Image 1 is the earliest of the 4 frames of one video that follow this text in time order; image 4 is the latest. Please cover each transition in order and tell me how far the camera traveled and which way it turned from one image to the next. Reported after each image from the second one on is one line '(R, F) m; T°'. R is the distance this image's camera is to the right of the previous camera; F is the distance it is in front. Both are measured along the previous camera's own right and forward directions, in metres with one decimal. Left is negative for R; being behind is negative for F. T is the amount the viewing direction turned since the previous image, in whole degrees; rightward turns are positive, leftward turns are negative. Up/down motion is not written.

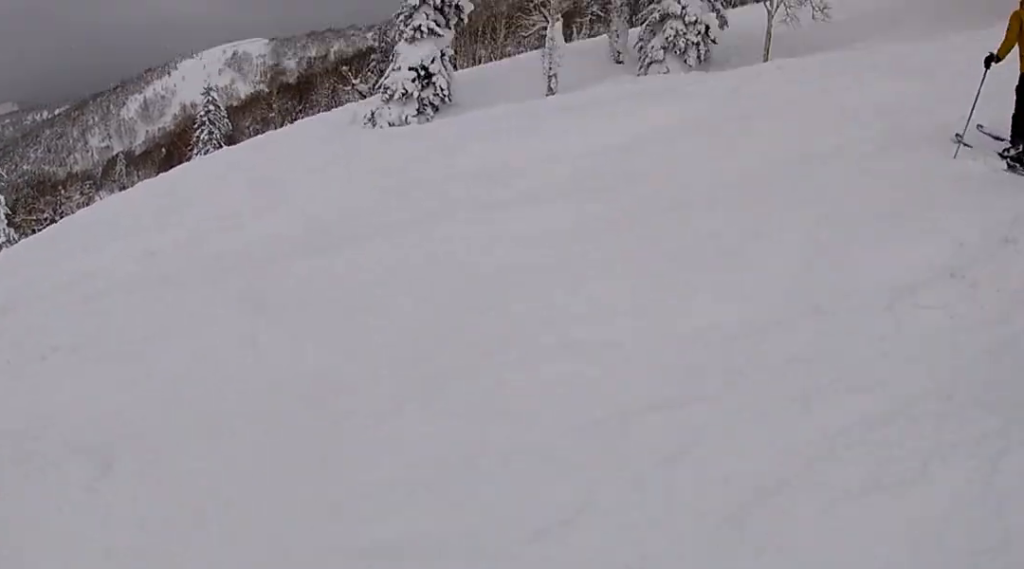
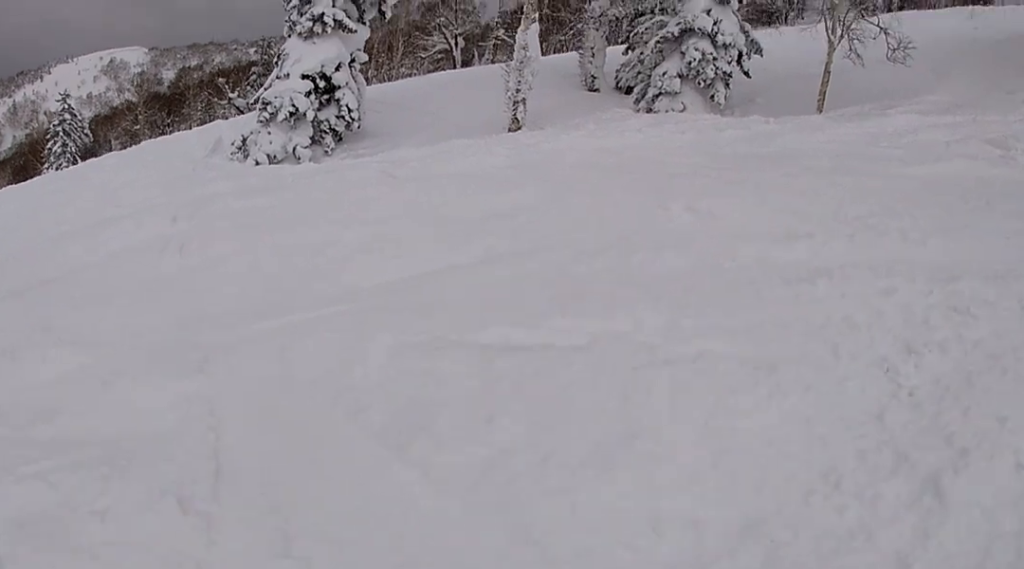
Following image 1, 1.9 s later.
(+0.4, +8.9) m; +11°
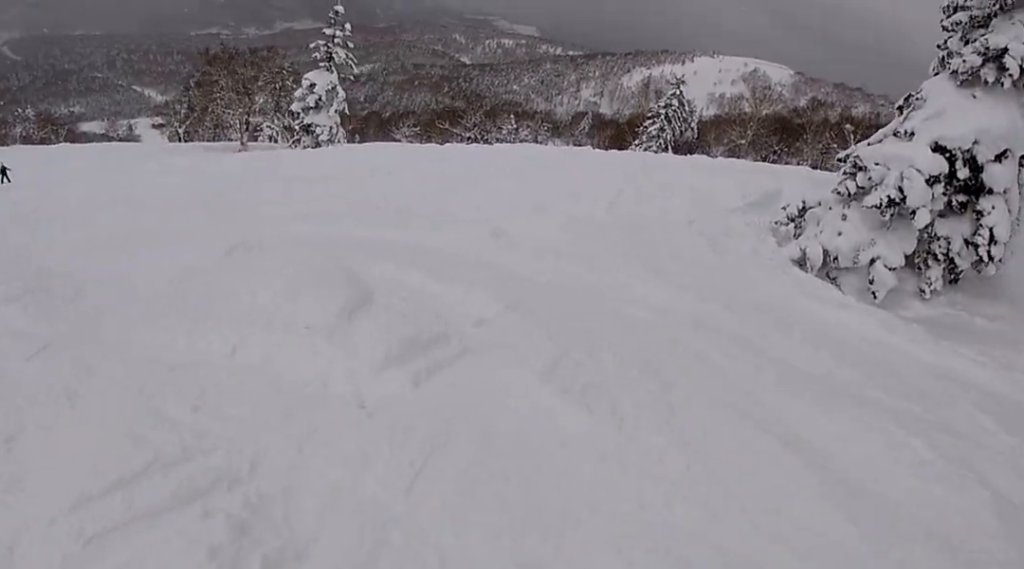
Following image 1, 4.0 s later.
(-2.0, +7.1) m; -55°
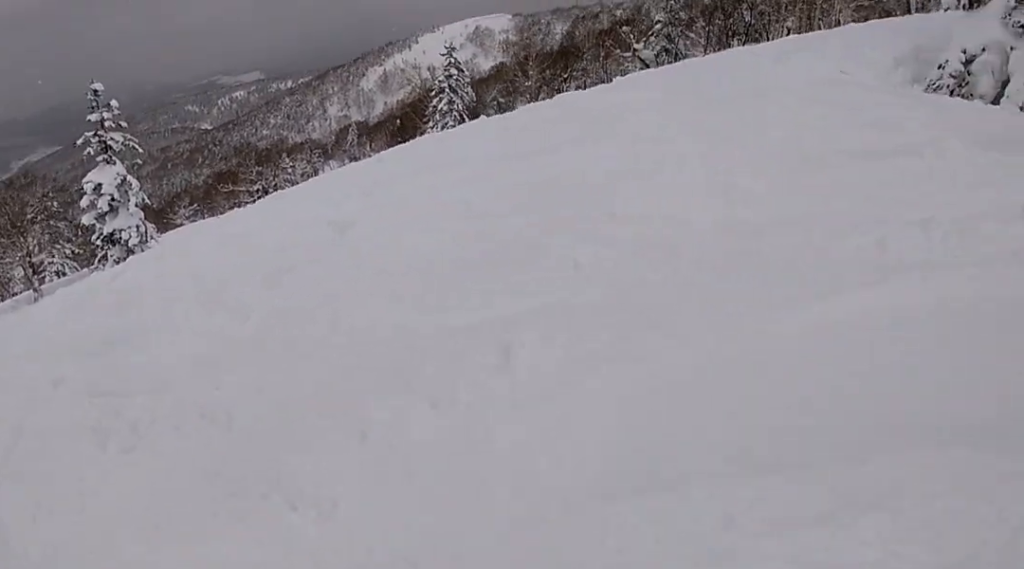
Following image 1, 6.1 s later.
(-0.8, +6.7) m; +20°
